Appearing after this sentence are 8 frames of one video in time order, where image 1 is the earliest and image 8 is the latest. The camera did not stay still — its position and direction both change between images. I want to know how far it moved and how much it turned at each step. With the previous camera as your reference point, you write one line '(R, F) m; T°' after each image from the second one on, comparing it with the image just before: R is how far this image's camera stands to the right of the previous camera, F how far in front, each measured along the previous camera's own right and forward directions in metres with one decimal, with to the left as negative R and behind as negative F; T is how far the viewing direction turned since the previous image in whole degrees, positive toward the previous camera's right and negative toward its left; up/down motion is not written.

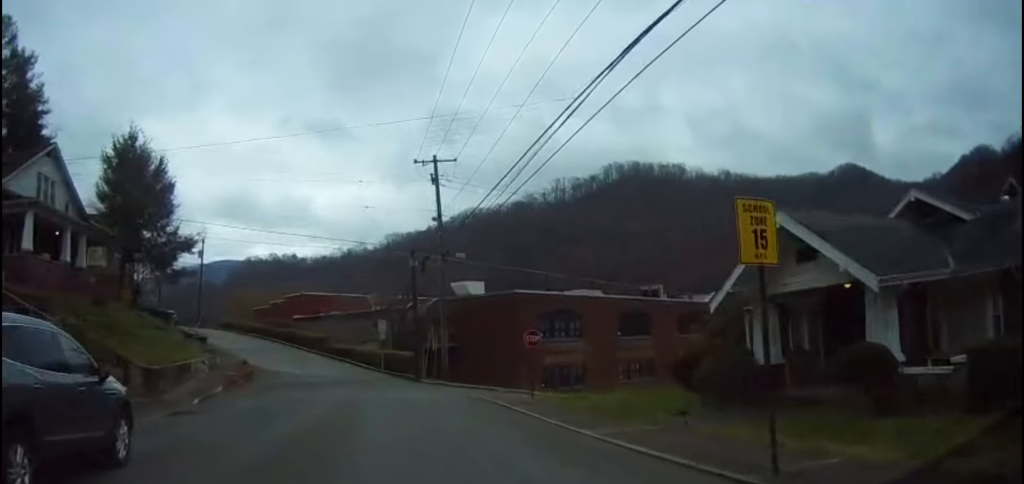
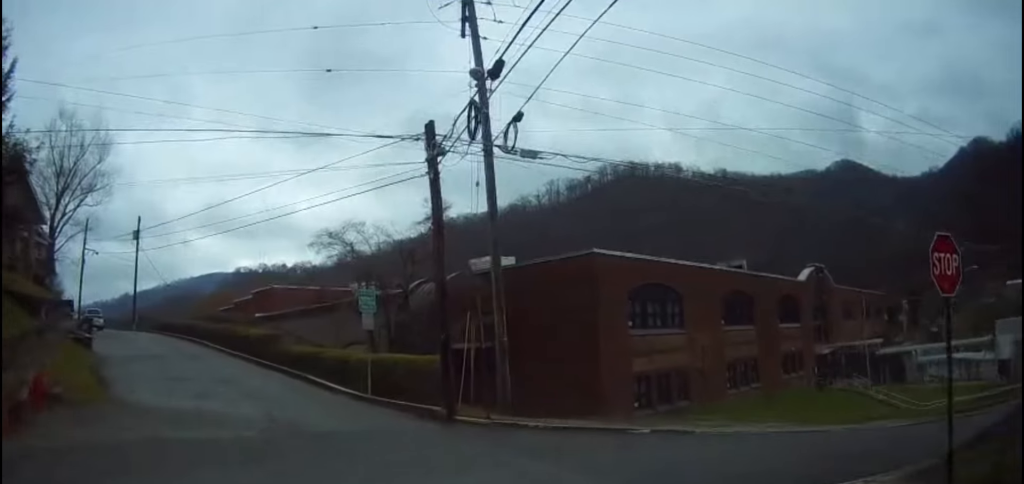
(+0.5, +20.5) m; -1°
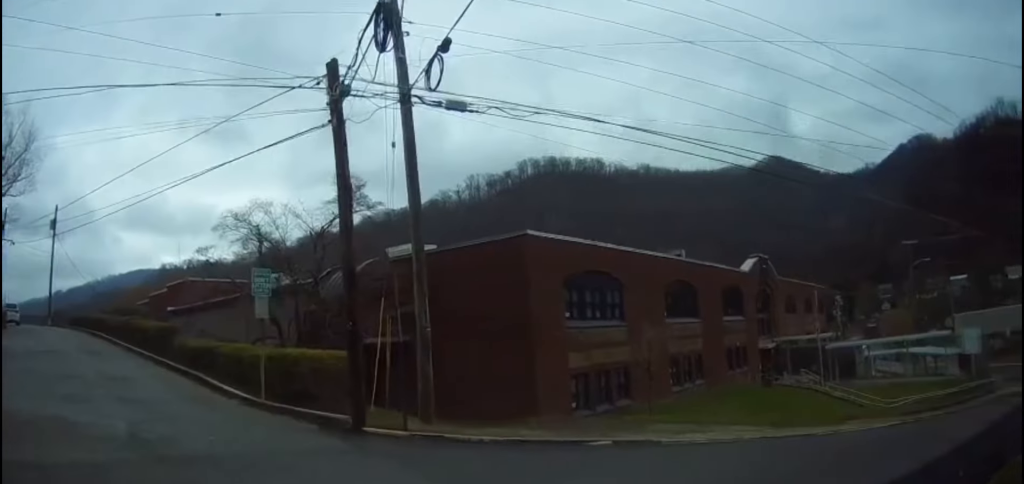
(+0.3, +3.9) m; +13°
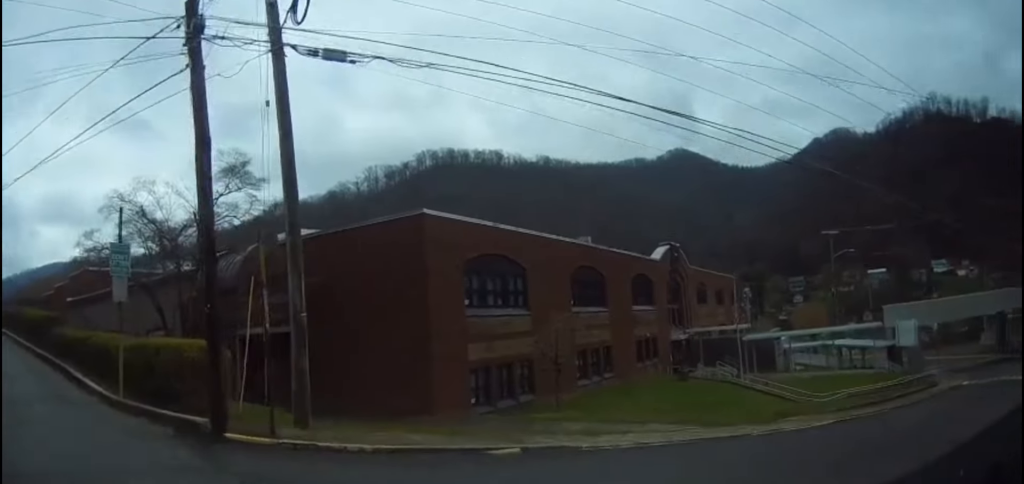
(+0.3, +2.6) m; +11°
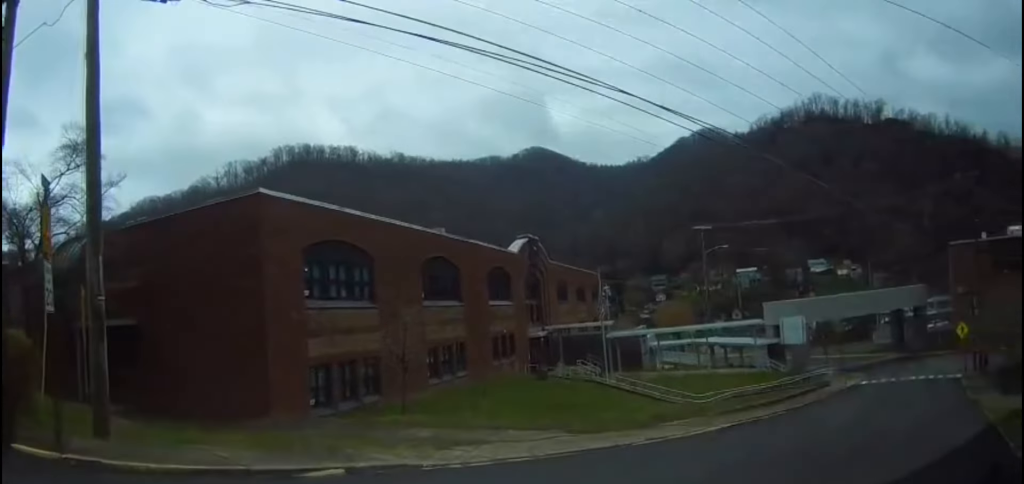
(+0.4, +2.5) m; +11°
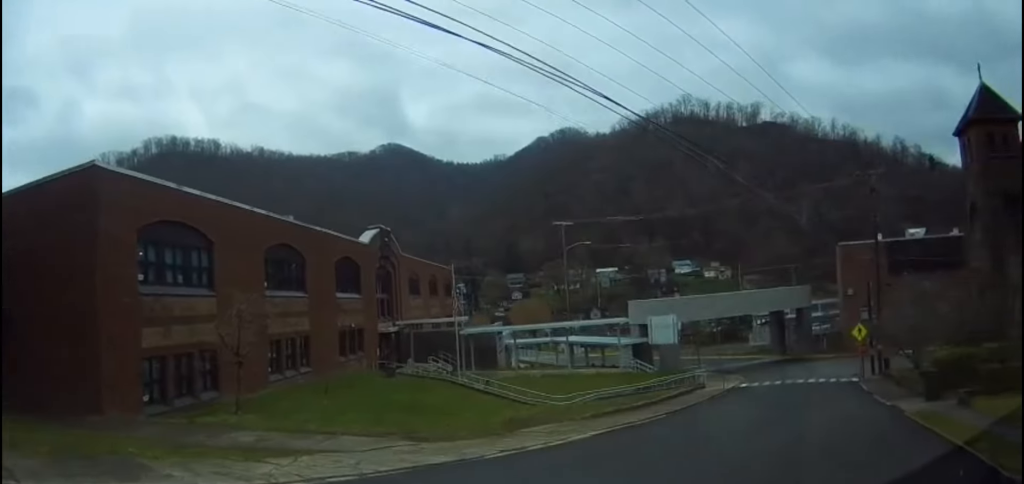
(0.0, +2.1) m; +13°
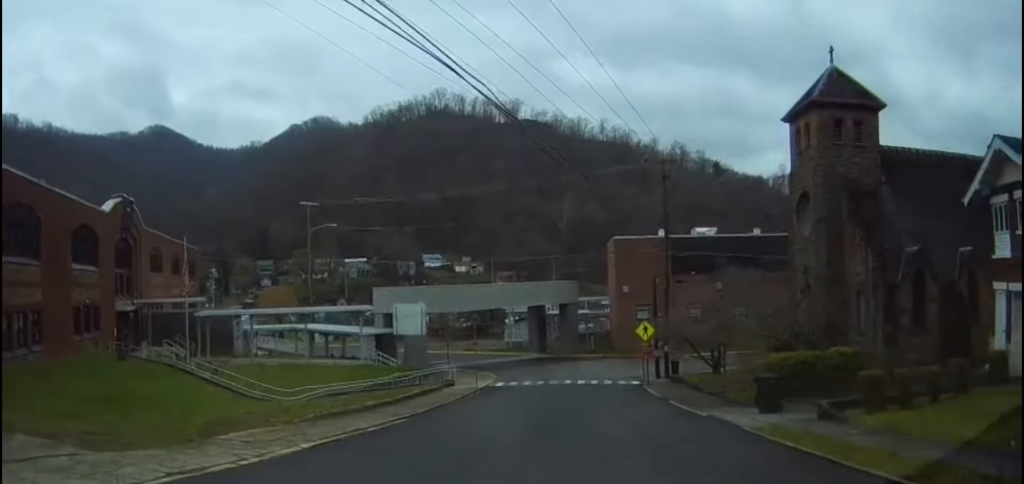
(+0.9, +3.6) m; +19°
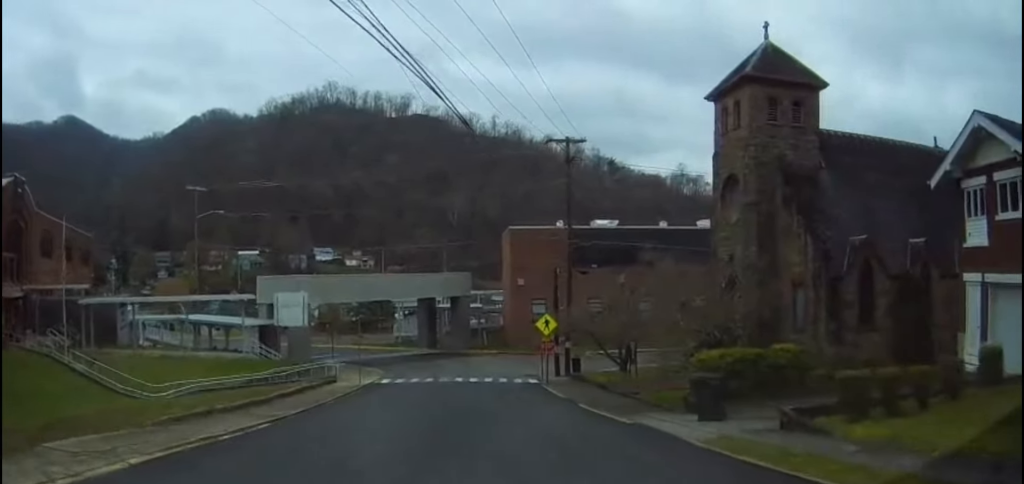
(+0.3, +2.7) m; +8°
